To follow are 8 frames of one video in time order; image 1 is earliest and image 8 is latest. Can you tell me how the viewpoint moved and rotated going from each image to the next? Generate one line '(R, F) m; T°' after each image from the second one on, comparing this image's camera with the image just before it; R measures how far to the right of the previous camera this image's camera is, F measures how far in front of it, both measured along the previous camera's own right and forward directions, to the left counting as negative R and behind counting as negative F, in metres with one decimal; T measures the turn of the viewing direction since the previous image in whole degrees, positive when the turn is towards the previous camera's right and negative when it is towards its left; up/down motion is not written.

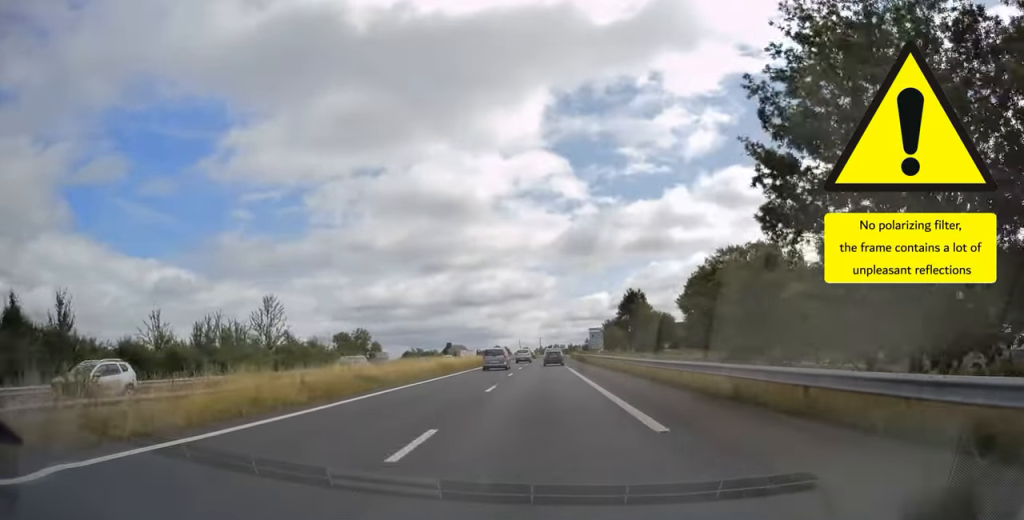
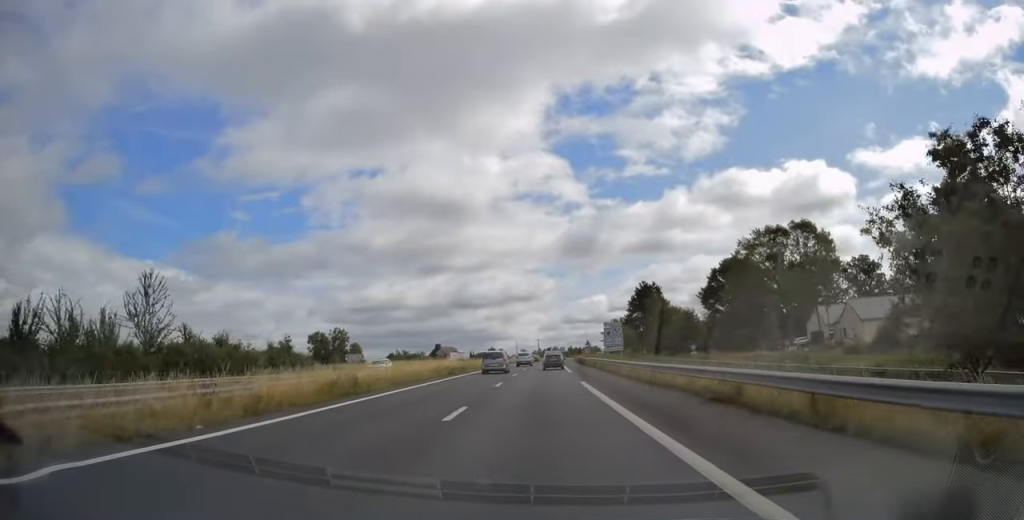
(-0.3, +20.8) m; 0°
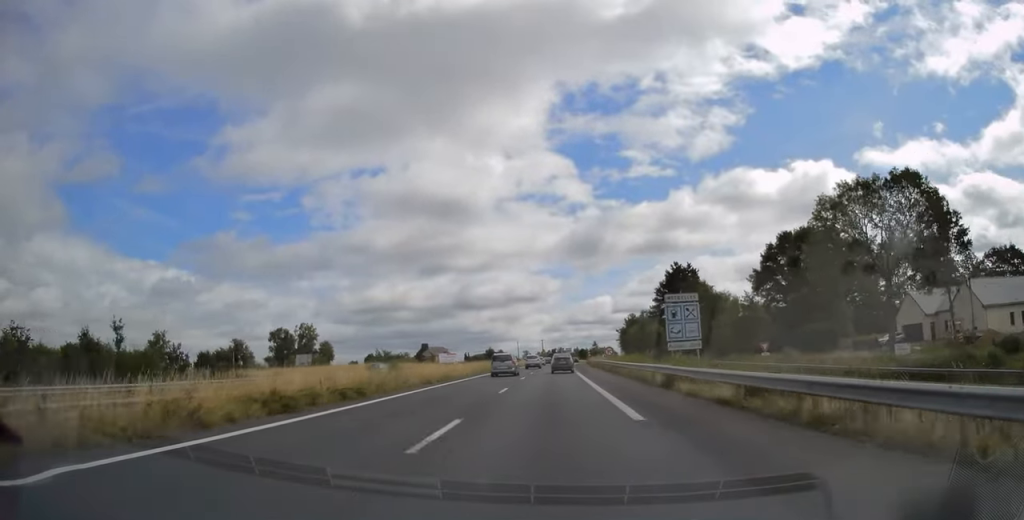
(0.0, +28.1) m; 0°
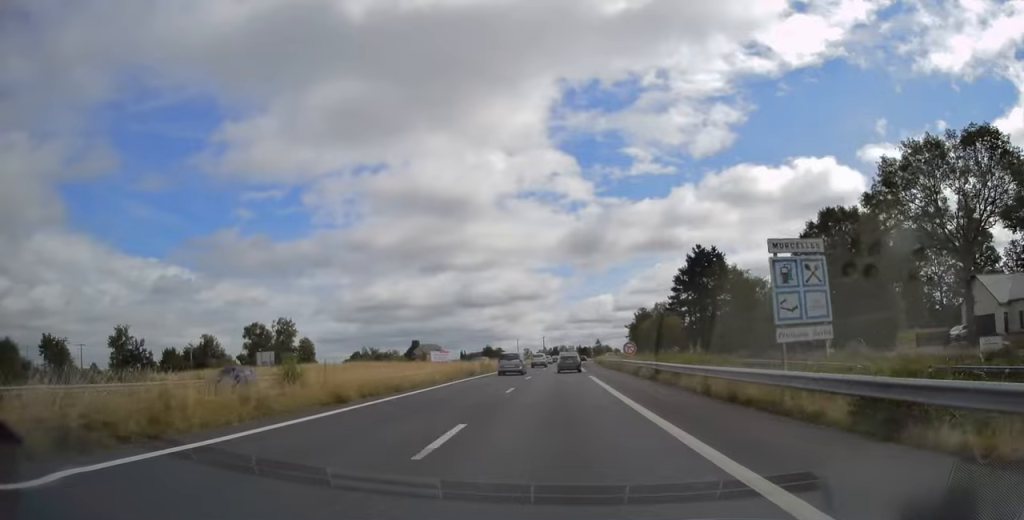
(+0.1, +14.0) m; 0°
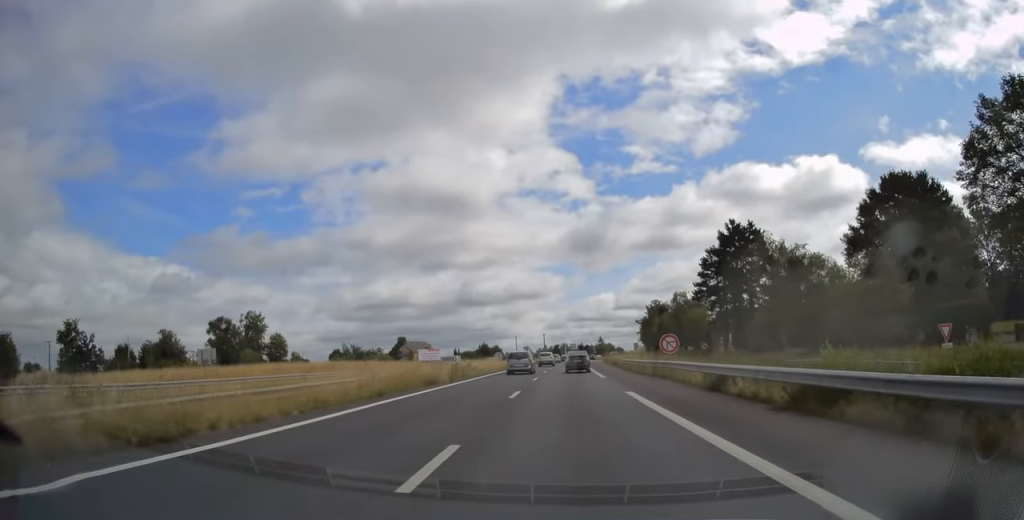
(0.0, +15.5) m; 0°
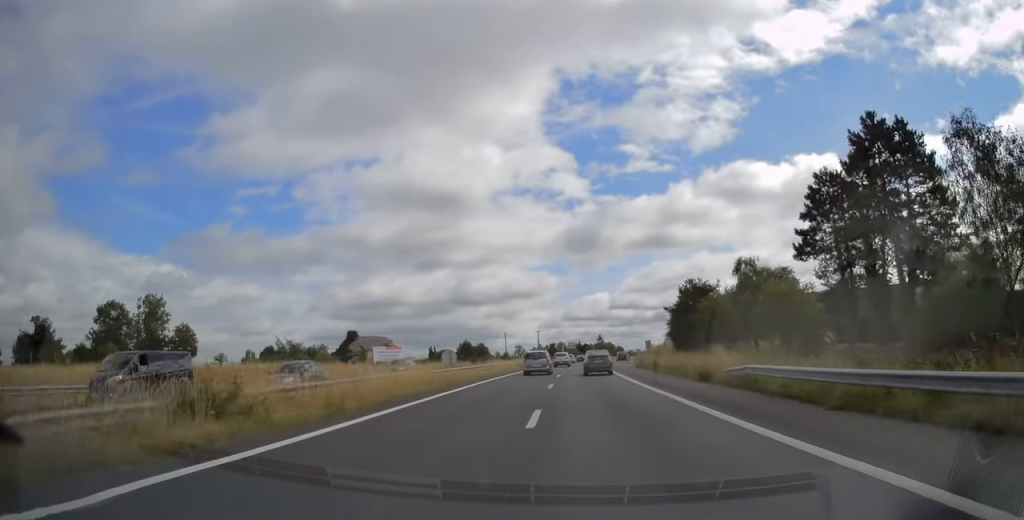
(-0.2, +32.6) m; 0°
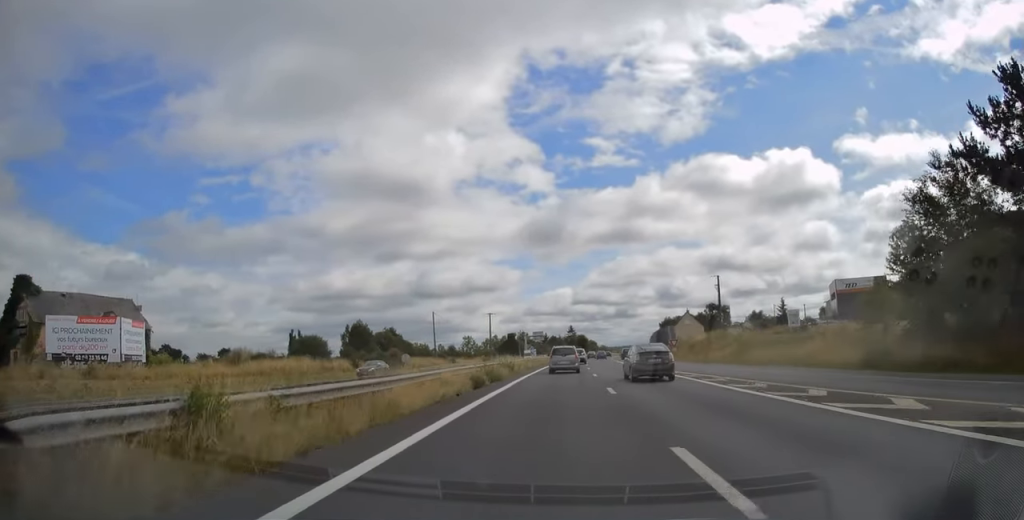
(+1.2, +69.2) m; +2°
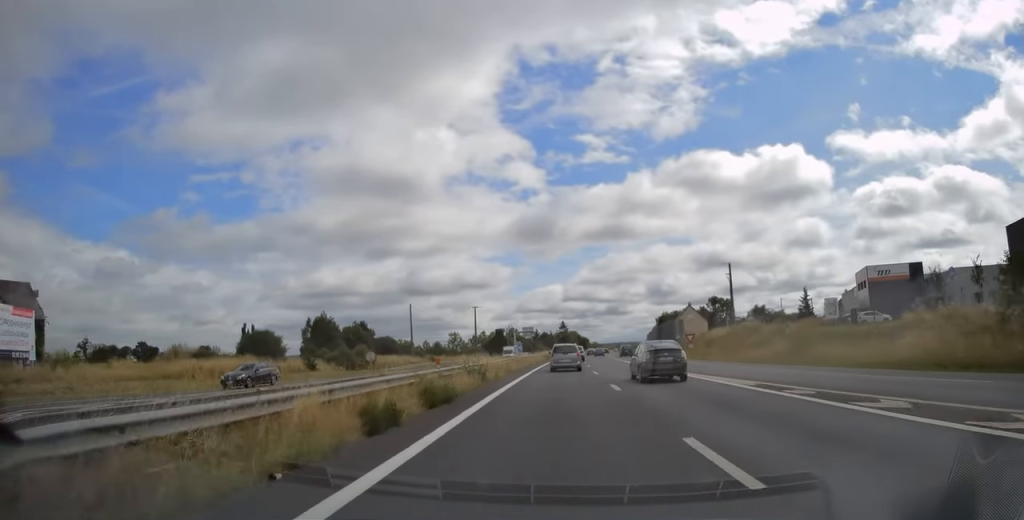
(+0.1, +12.3) m; +1°
